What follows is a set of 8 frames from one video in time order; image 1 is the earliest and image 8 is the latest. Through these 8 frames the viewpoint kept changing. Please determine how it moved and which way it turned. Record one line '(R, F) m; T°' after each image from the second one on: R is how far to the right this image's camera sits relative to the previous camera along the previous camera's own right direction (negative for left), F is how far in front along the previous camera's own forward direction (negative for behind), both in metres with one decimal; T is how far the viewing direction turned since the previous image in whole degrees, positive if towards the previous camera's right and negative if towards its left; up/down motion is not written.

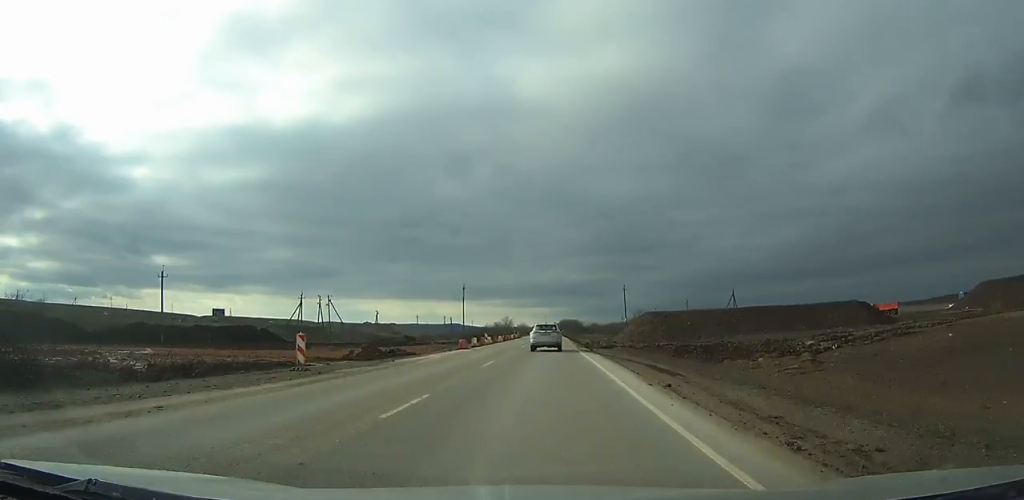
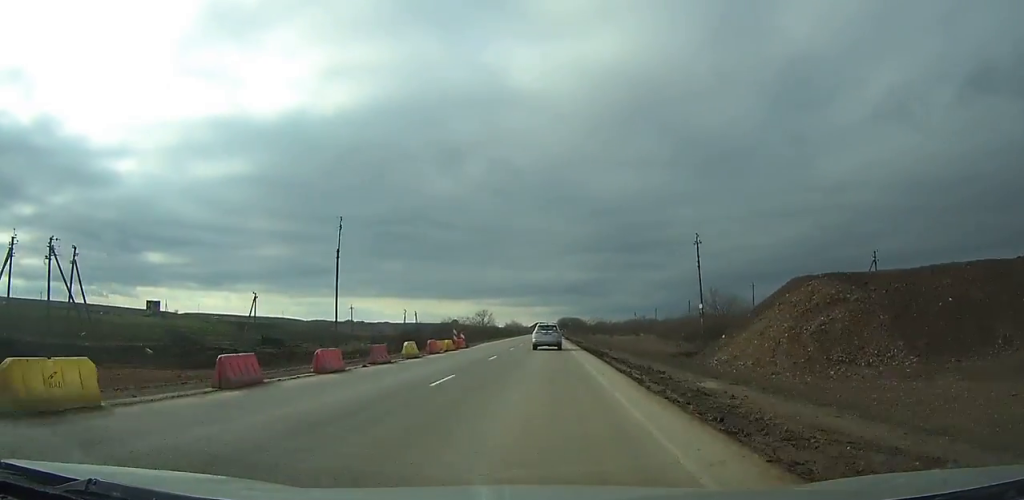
(+0.3, +66.8) m; 0°
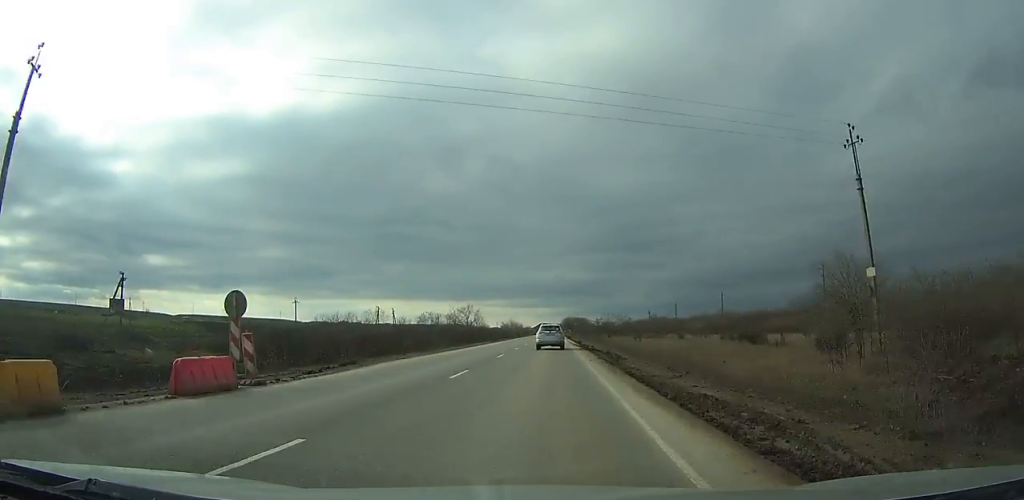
(0.0, +33.6) m; 0°
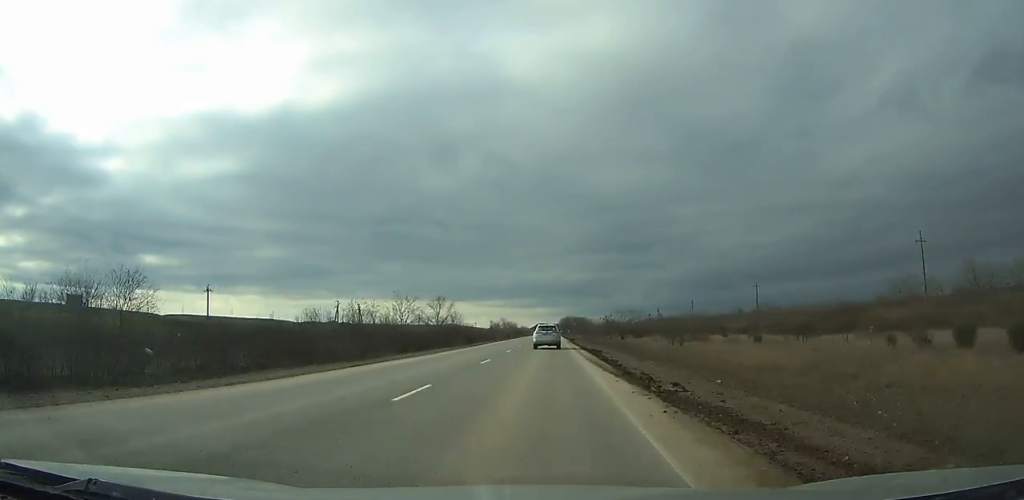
(0.0, +29.2) m; 0°
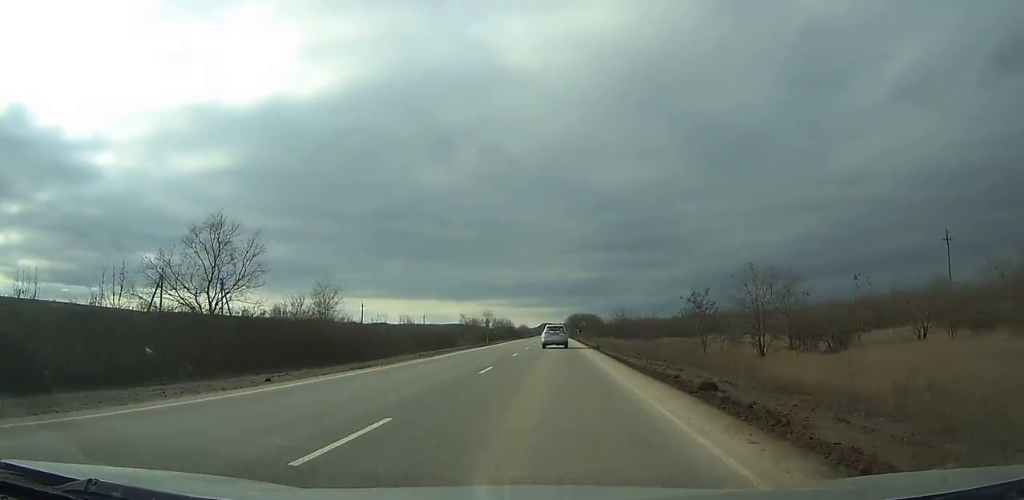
(-0.3, +65.4) m; 0°
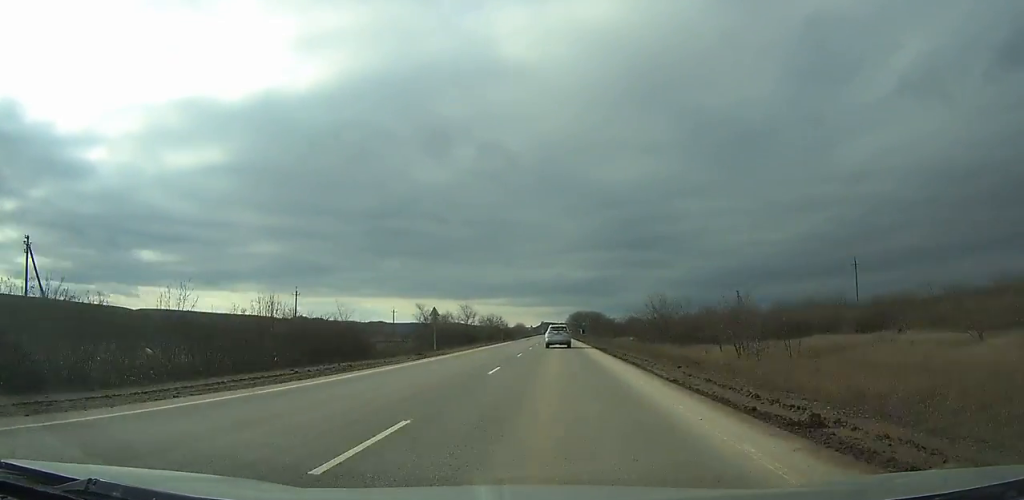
(0.0, +36.0) m; 0°
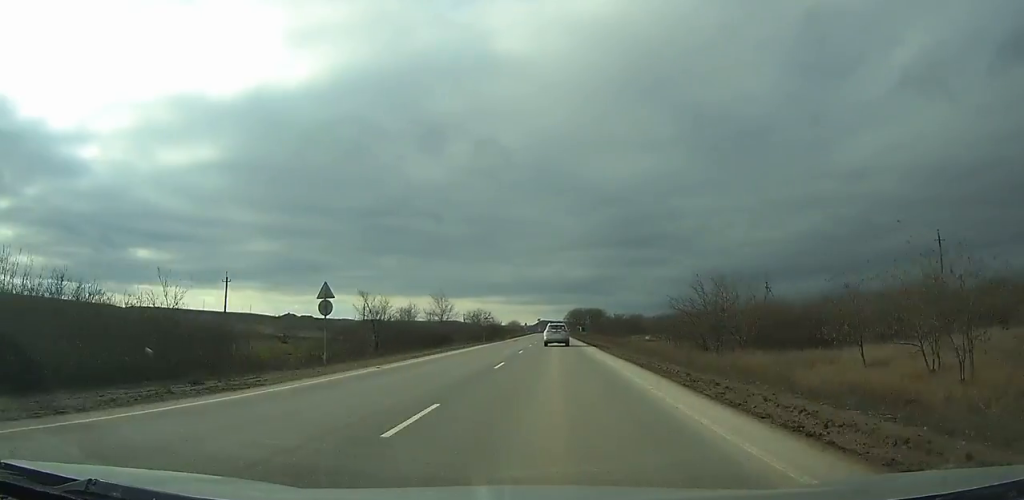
(0.0, +21.9) m; 0°
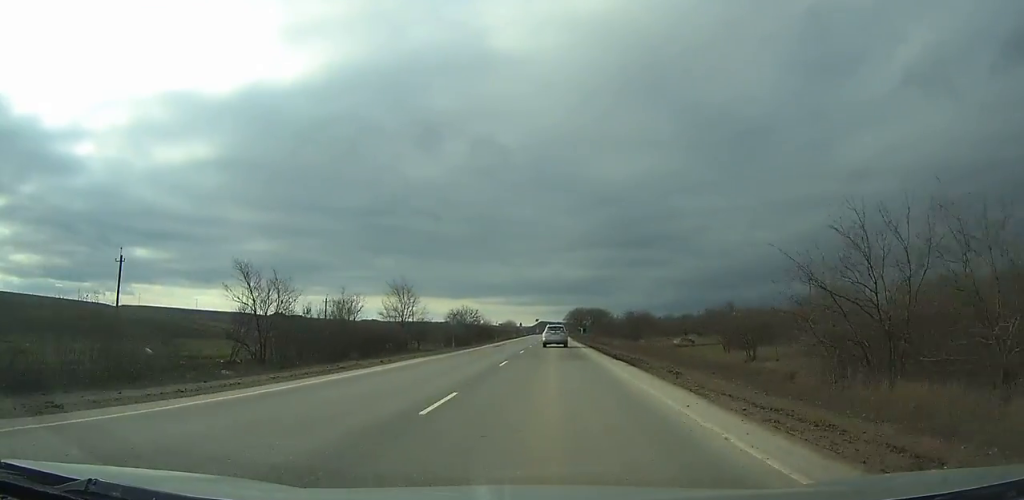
(0.0, +21.8) m; 0°
